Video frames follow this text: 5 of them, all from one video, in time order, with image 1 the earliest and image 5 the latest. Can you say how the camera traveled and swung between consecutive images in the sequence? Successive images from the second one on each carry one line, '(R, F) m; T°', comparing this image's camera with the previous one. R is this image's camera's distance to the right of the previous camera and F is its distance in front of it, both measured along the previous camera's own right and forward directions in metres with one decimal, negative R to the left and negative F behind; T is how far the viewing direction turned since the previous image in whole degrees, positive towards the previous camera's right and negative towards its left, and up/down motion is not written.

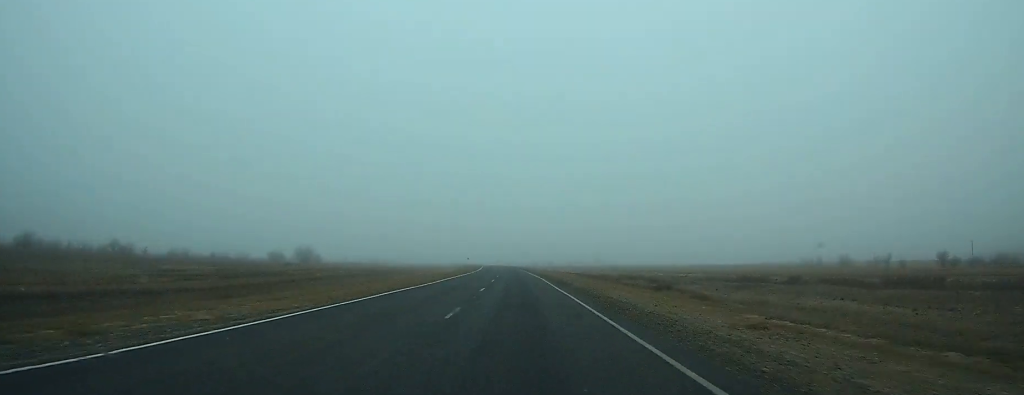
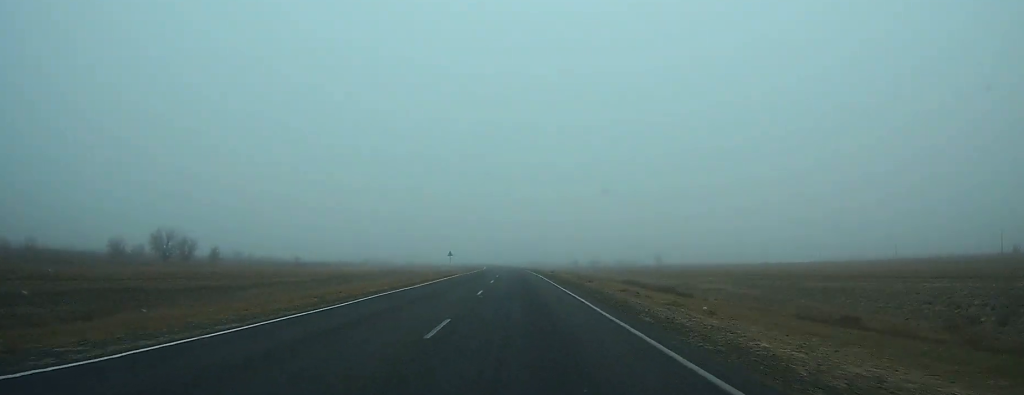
(-2.7, +115.2) m; -3°
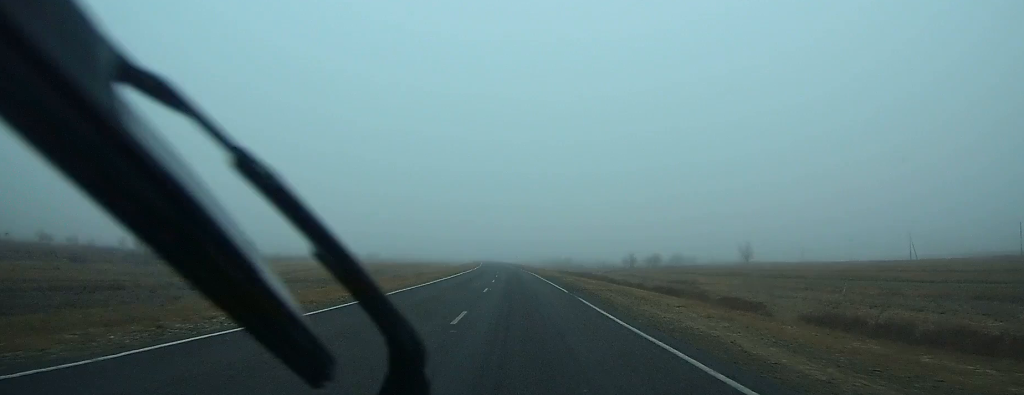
(-2.0, +103.7) m; -2°
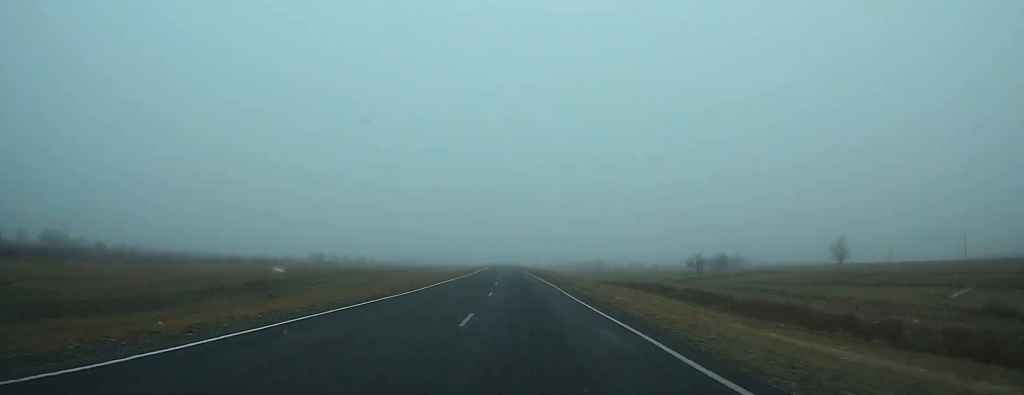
(-0.7, +63.5) m; -1°
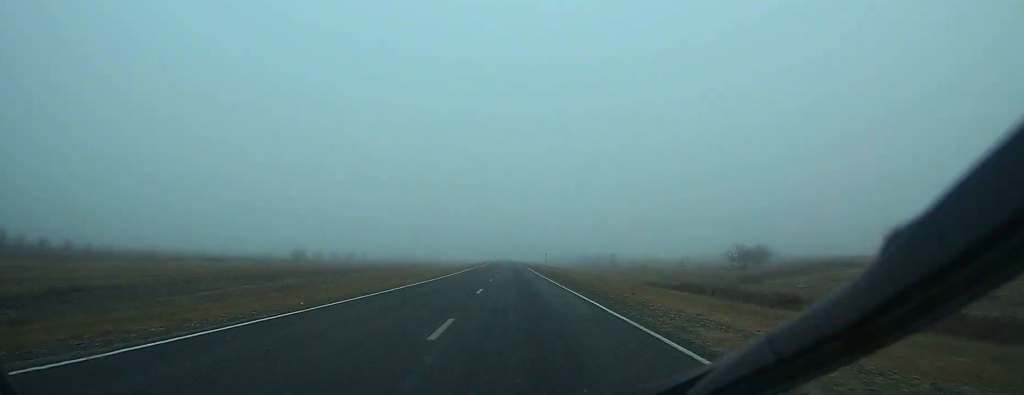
(-0.2, +28.1) m; -1°
